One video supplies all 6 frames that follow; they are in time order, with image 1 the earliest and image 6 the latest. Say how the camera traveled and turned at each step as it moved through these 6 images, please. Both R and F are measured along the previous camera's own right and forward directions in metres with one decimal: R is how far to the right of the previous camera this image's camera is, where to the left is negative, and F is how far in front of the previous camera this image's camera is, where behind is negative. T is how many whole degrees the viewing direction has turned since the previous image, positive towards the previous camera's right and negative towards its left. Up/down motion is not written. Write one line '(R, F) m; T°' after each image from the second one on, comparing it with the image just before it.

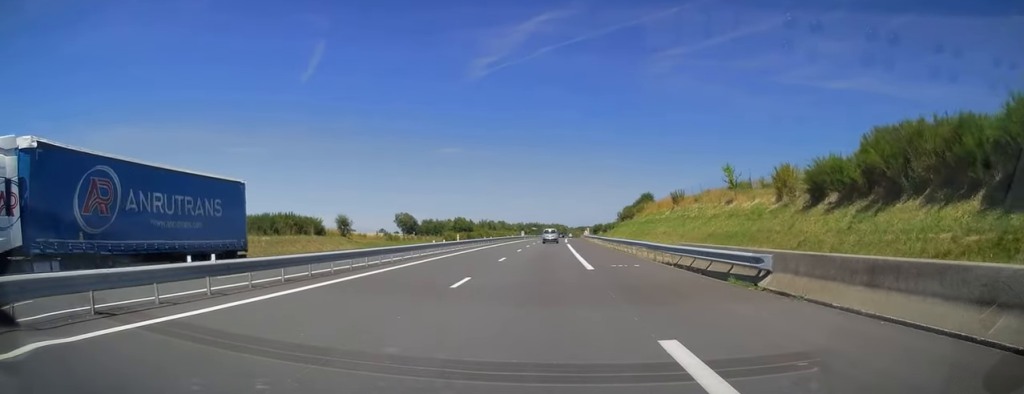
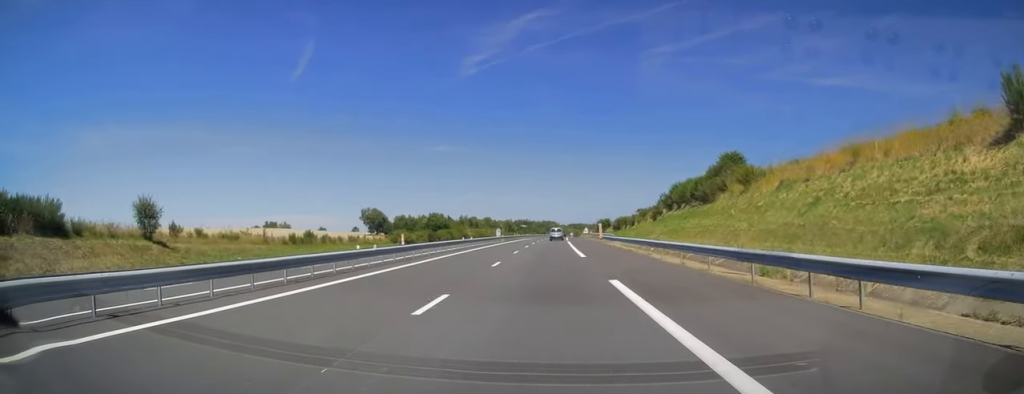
(0.0, +44.0) m; 0°
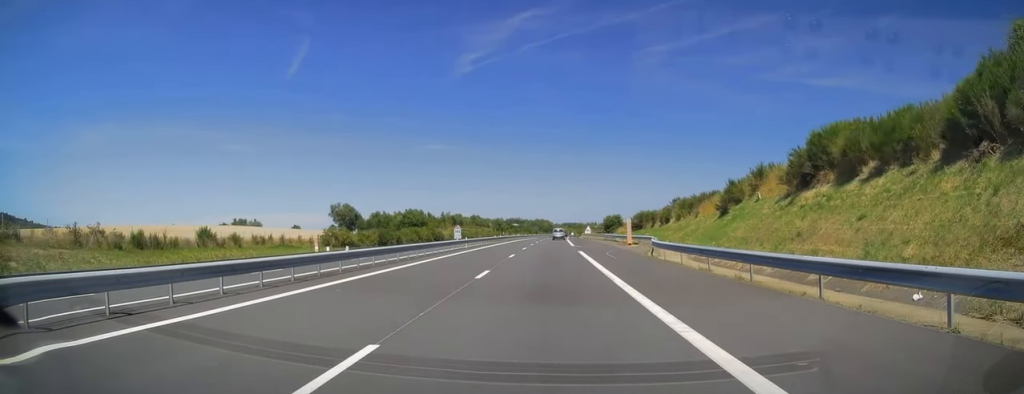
(+0.2, +31.7) m; +1°
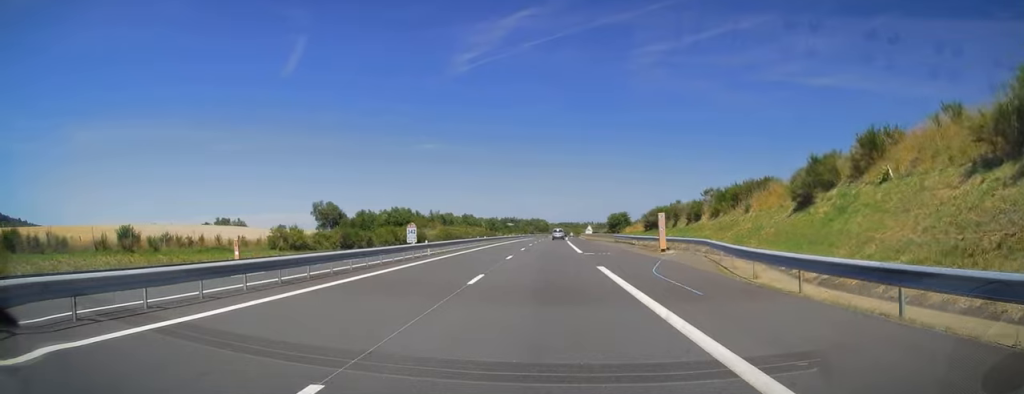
(+0.1, +14.8) m; 0°
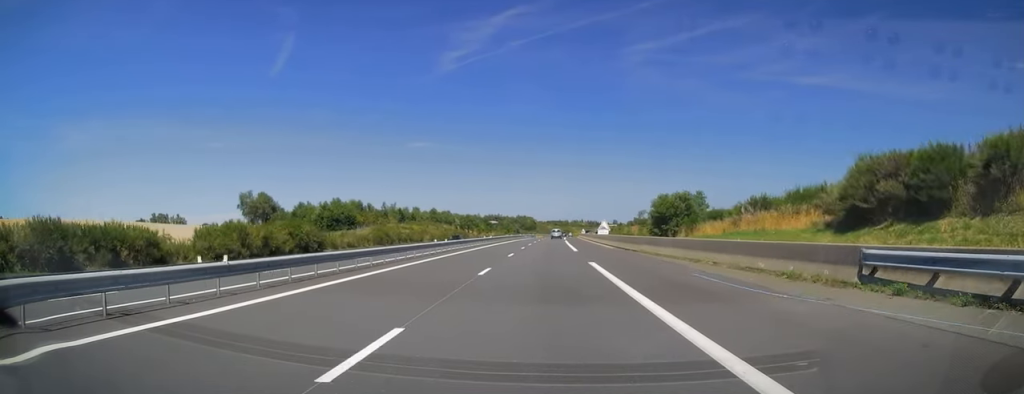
(+0.4, +49.0) m; +1°
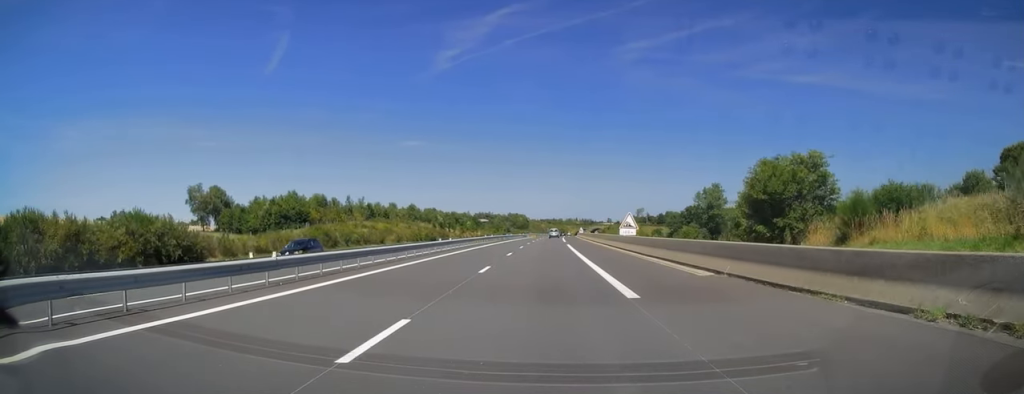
(+0.1, +25.3) m; 0°
